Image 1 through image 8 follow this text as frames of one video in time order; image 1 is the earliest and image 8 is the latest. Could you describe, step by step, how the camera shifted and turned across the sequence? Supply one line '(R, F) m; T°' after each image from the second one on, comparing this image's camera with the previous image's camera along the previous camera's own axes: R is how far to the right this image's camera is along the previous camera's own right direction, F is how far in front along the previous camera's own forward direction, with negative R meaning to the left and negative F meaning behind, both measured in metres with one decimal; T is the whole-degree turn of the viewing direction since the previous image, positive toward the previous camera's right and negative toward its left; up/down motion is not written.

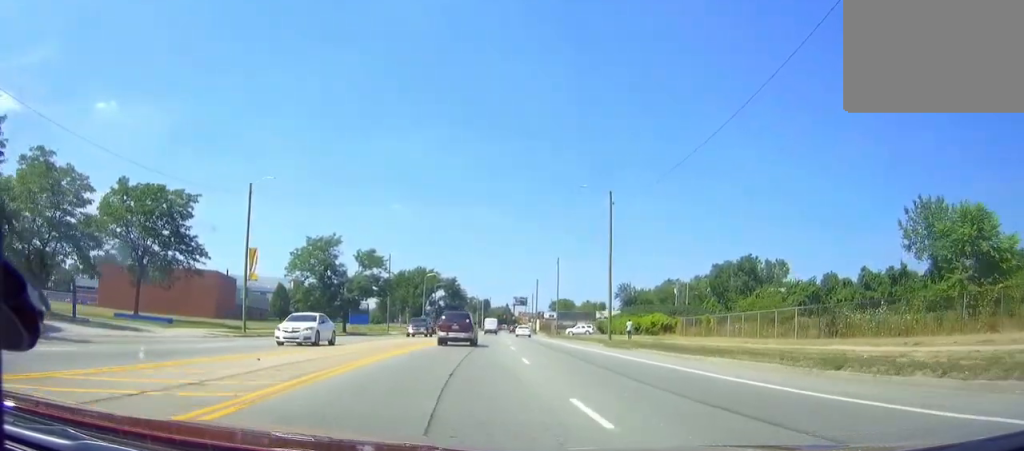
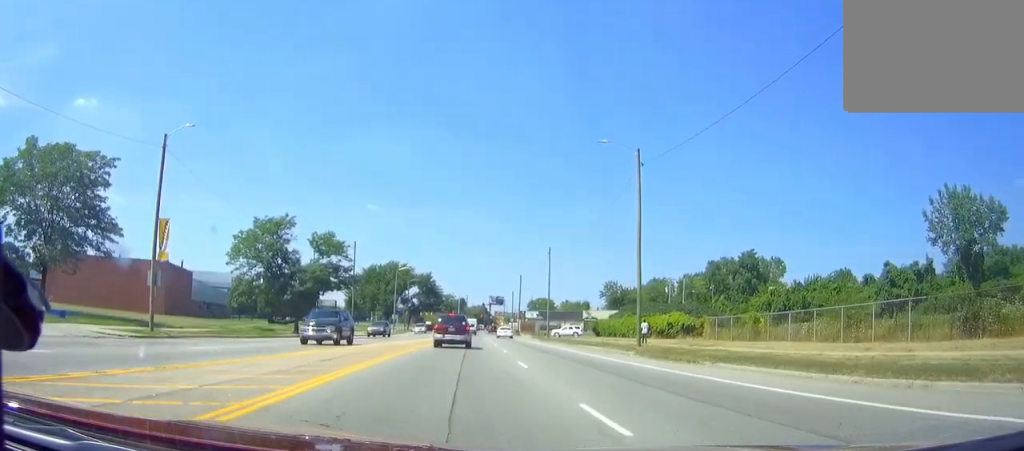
(+0.2, +12.9) m; +2°
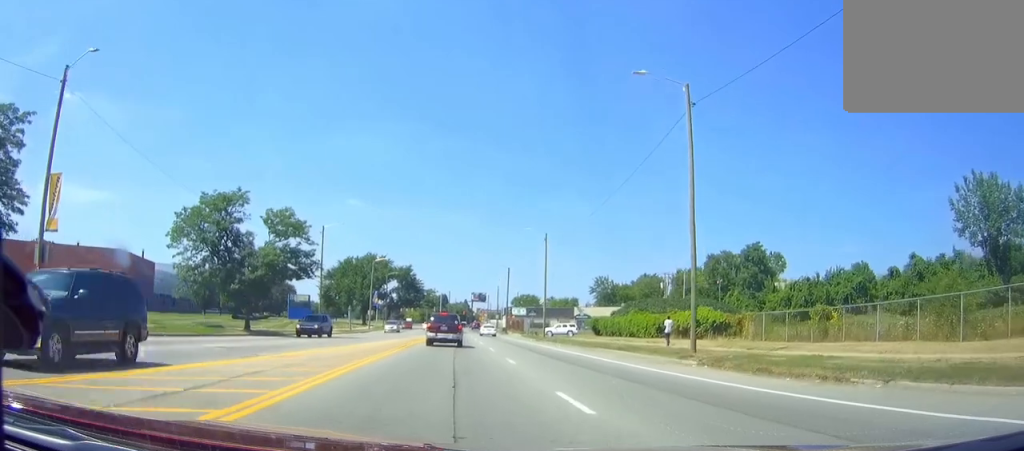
(+0.1, +10.7) m; +1°
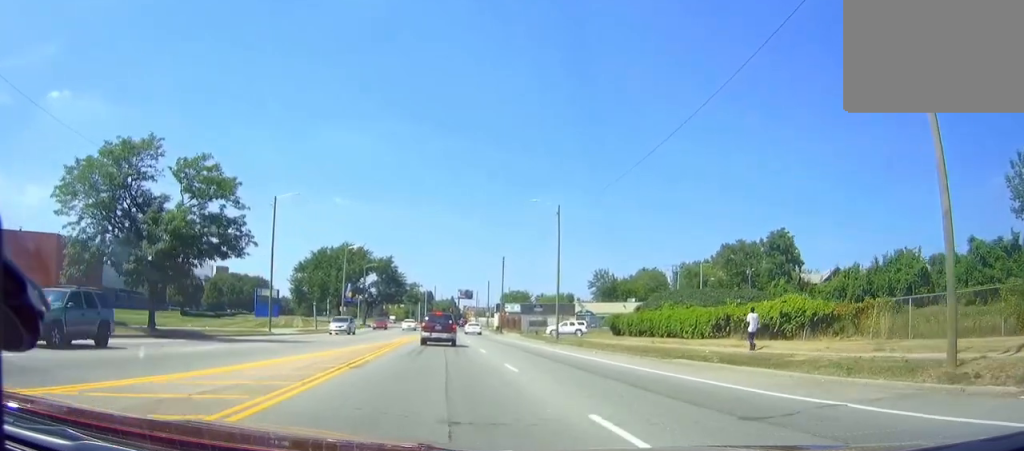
(+0.3, +15.9) m; +1°
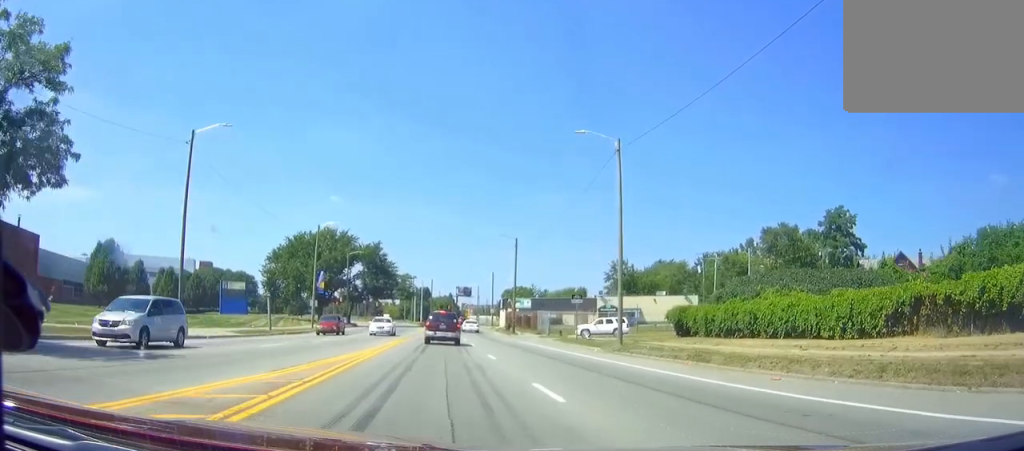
(+0.2, +19.5) m; +1°
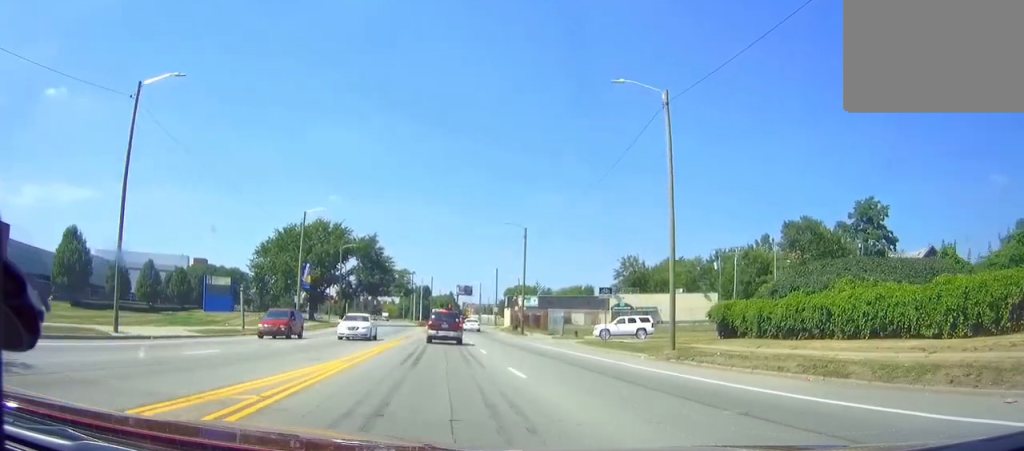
(0.0, +7.4) m; 0°
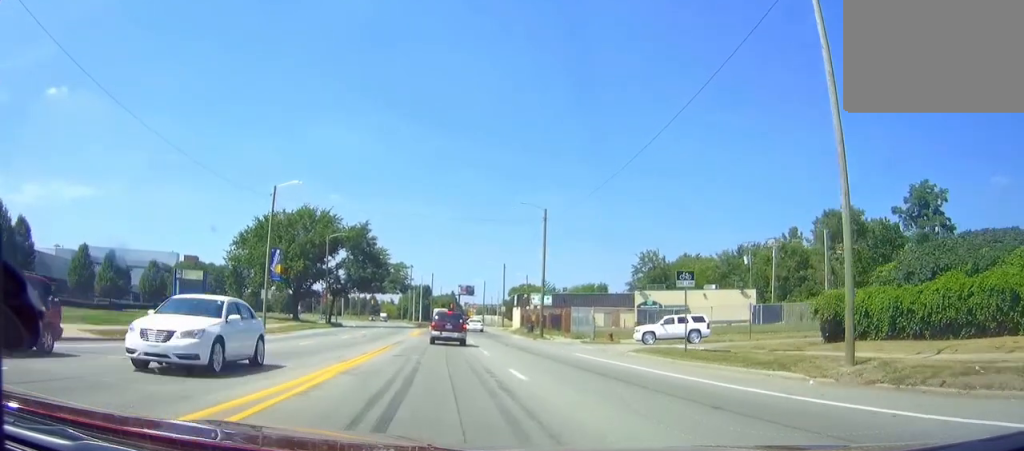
(0.0, +12.5) m; 0°
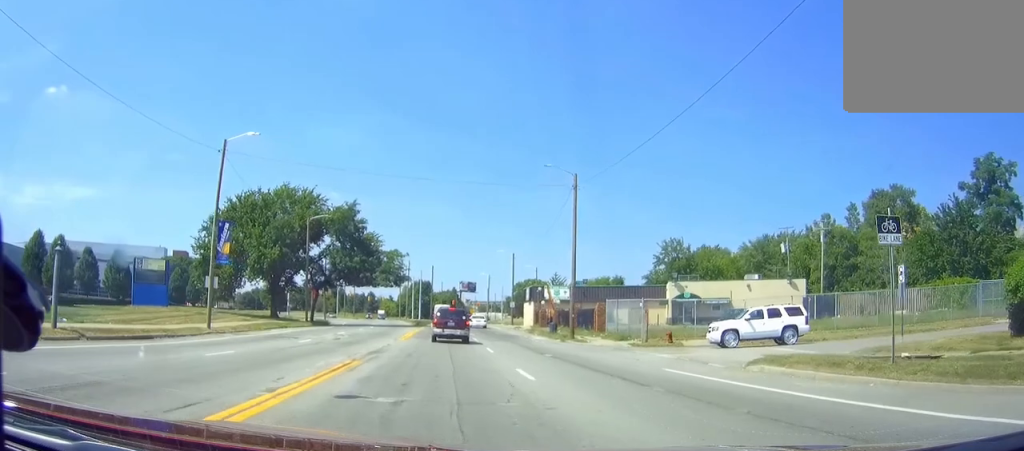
(0.0, +12.6) m; +1°
